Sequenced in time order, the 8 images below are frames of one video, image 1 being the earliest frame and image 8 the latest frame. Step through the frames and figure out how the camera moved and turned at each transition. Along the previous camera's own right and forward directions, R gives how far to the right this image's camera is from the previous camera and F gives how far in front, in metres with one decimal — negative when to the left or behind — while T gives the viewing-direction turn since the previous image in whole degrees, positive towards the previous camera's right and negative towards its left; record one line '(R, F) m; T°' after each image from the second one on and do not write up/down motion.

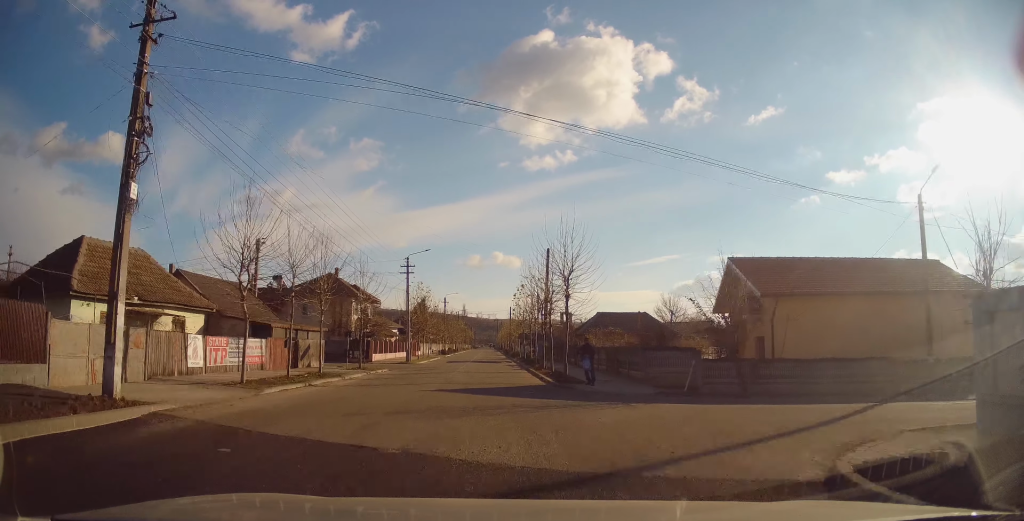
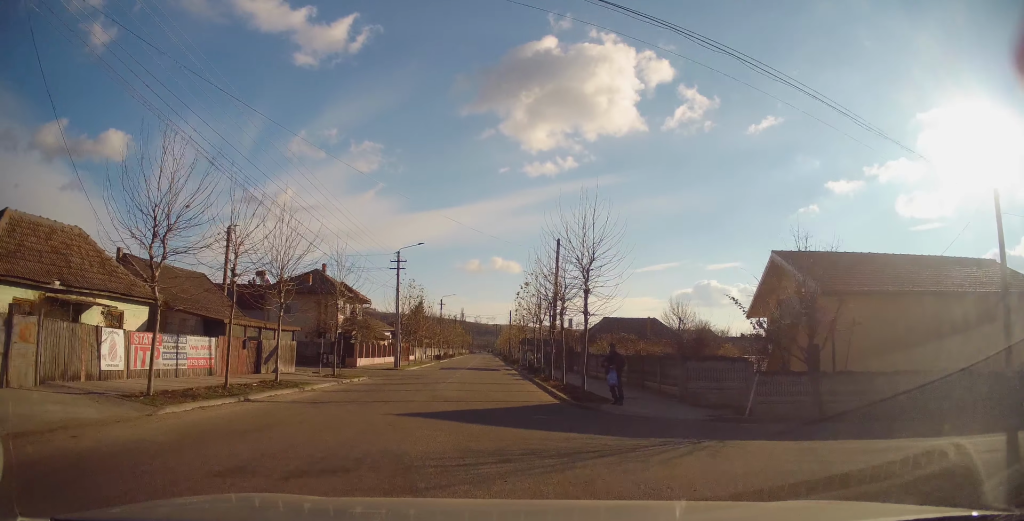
(-0.2, +4.8) m; -3°
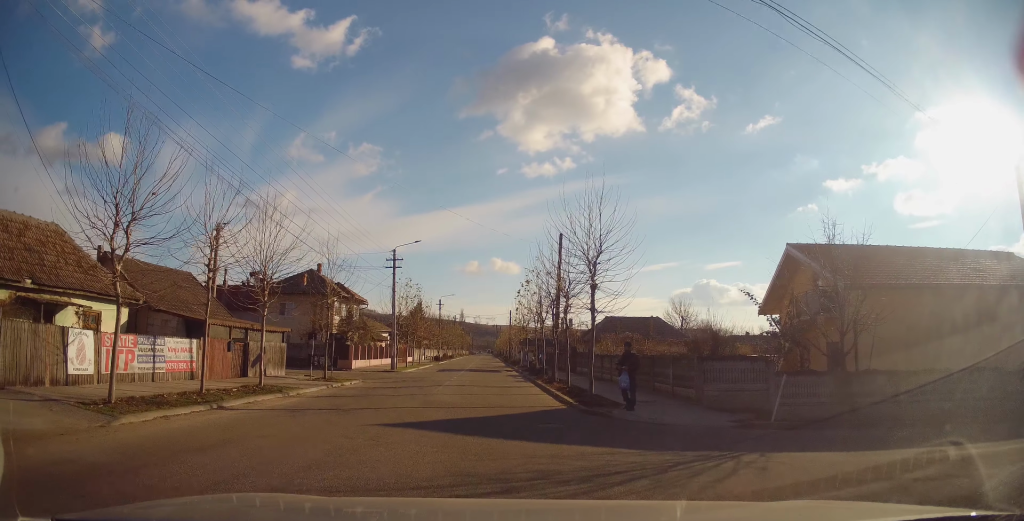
(0.0, +1.8) m; 0°
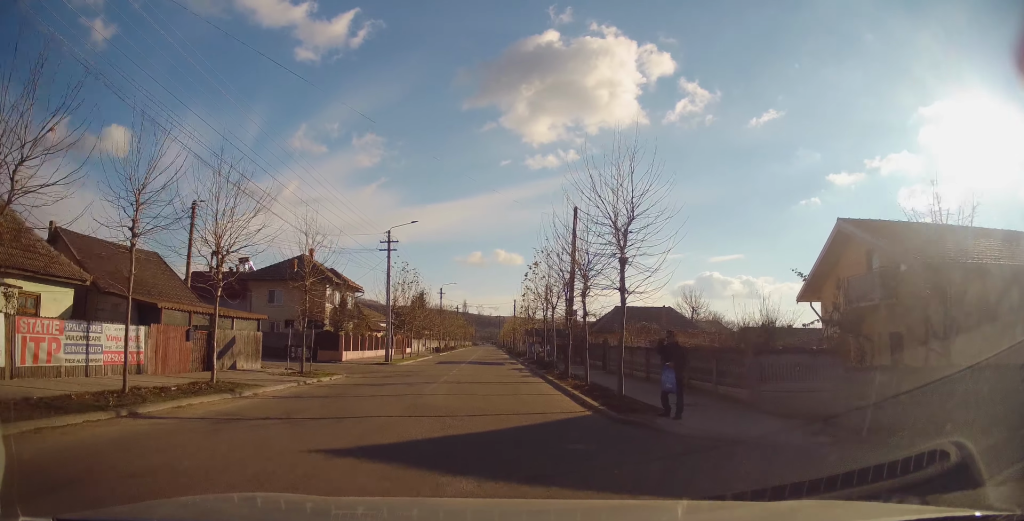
(0.0, +4.4) m; 0°
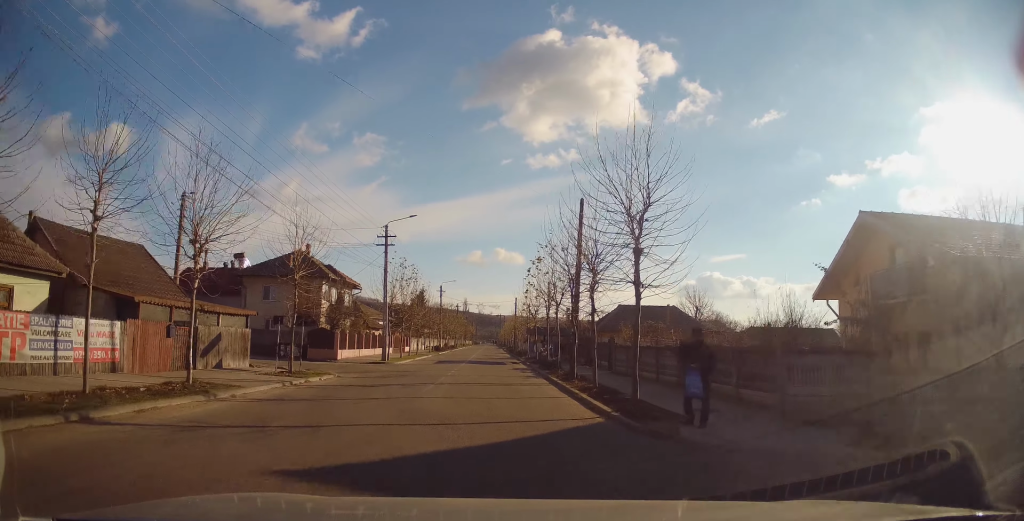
(0.0, +1.1) m; 0°
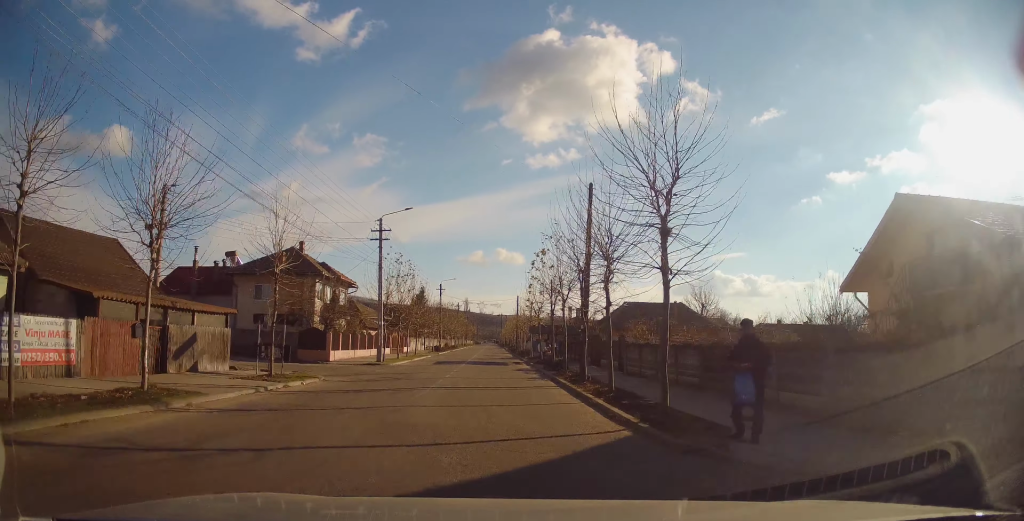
(0.0, +1.8) m; +2°
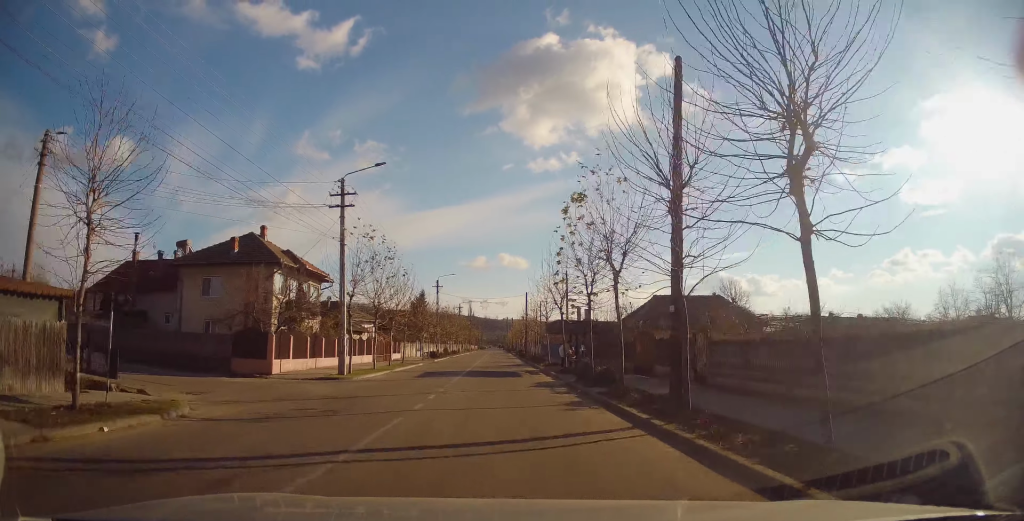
(+0.3, +7.9) m; 0°
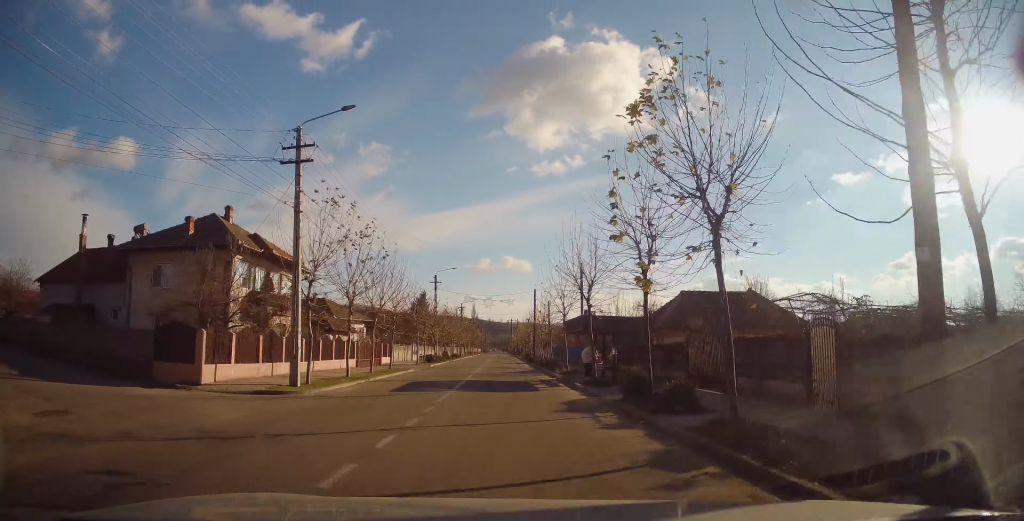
(-0.4, +6.3) m; -4°
